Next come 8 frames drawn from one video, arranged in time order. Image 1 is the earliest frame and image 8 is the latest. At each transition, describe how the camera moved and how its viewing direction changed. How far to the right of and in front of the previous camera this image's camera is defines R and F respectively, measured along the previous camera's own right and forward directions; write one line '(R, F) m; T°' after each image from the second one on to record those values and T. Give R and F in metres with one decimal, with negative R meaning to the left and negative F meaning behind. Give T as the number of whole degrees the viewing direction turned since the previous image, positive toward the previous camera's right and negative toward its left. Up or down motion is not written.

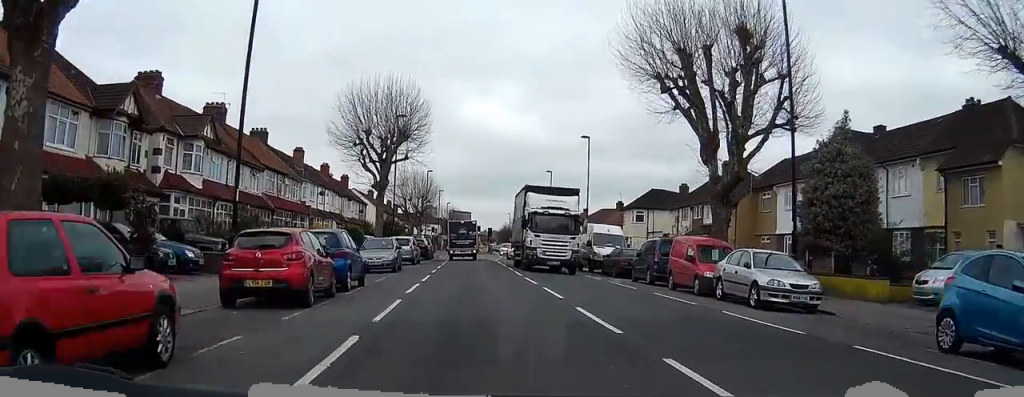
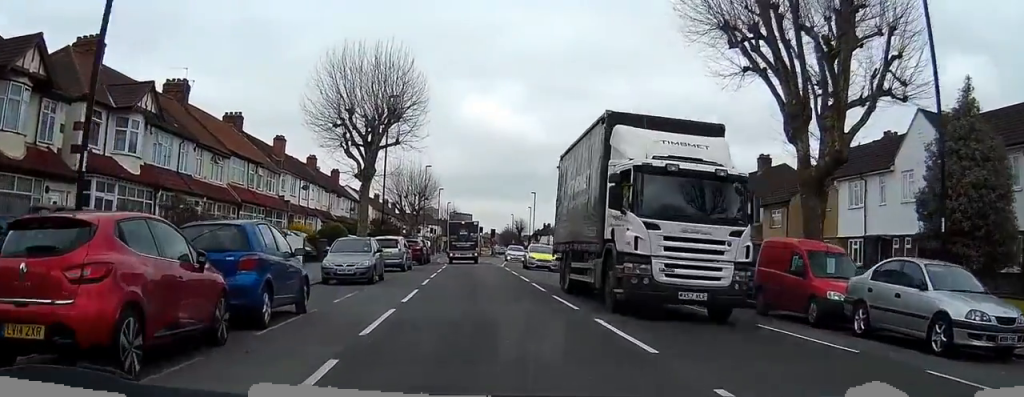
(-0.1, +7.8) m; +1°
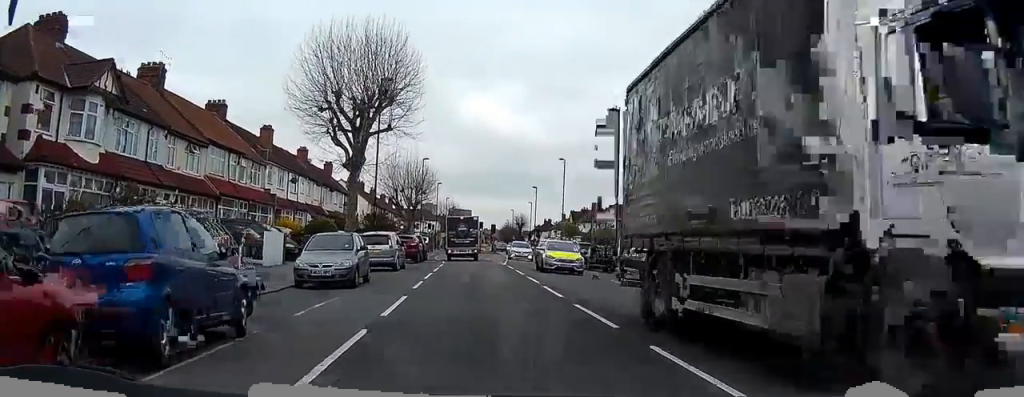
(+0.1, +3.9) m; +1°
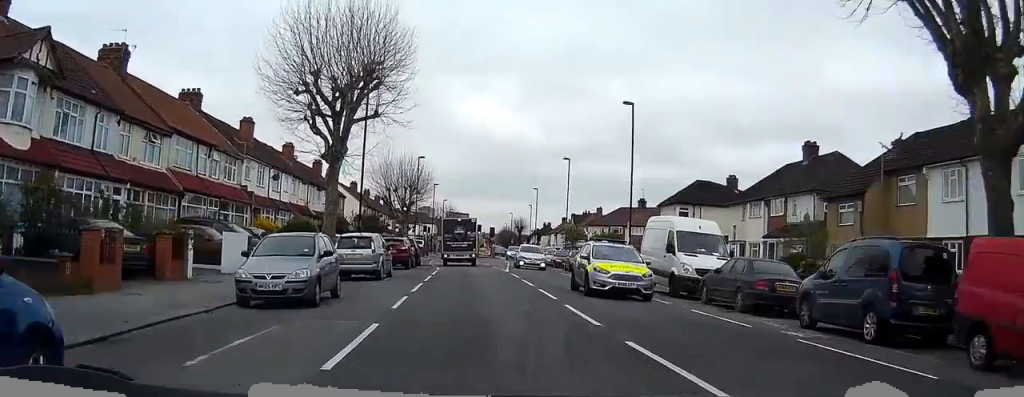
(+0.1, +4.6) m; +1°
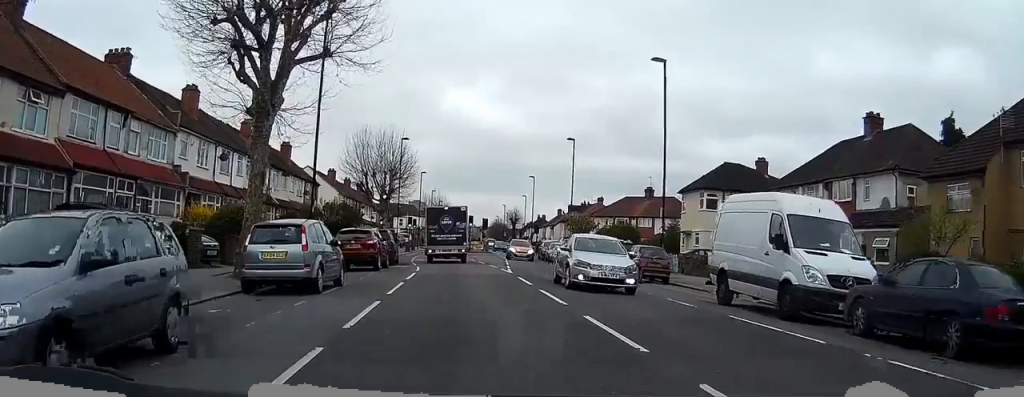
(-0.1, +9.4) m; -2°
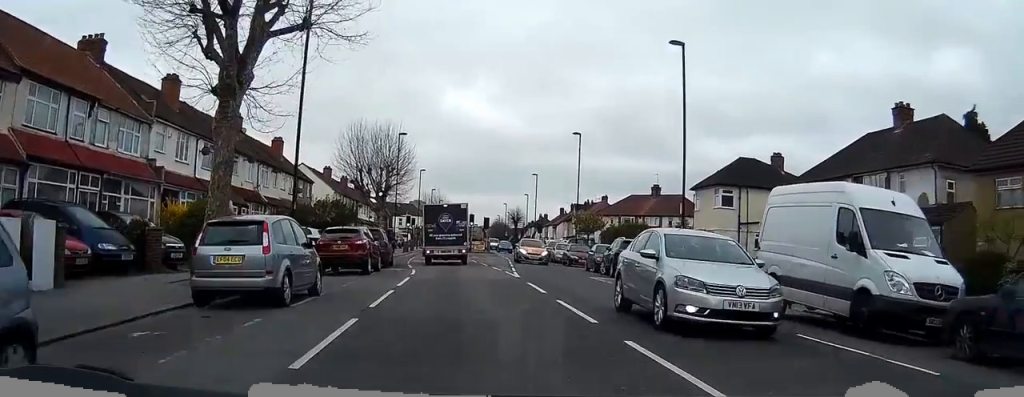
(0.0, +2.8) m; -1°
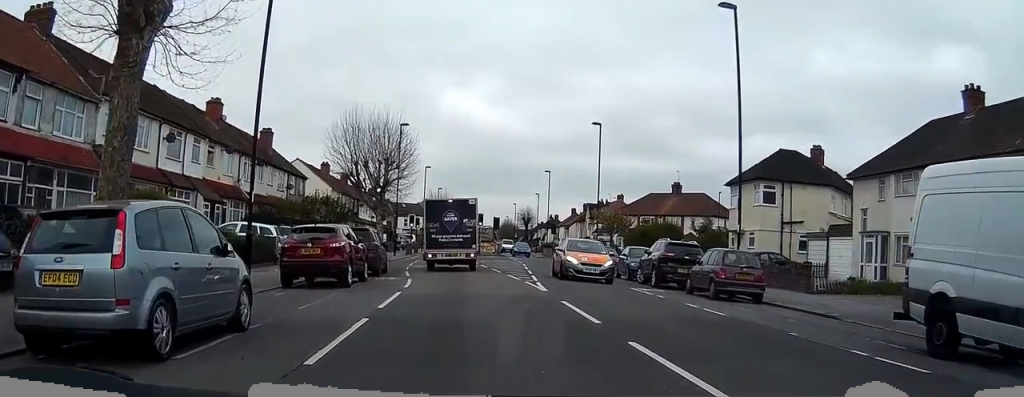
(0.0, +5.8) m; 0°
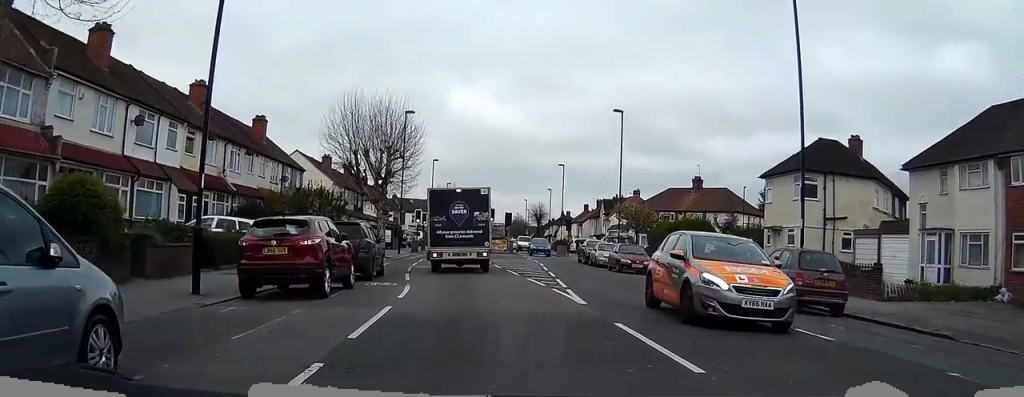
(0.0, +4.3) m; 0°
